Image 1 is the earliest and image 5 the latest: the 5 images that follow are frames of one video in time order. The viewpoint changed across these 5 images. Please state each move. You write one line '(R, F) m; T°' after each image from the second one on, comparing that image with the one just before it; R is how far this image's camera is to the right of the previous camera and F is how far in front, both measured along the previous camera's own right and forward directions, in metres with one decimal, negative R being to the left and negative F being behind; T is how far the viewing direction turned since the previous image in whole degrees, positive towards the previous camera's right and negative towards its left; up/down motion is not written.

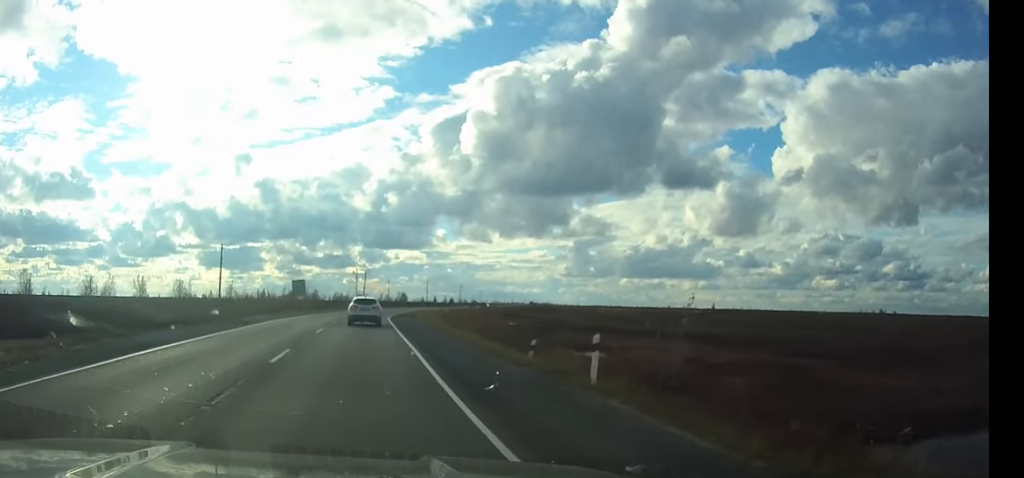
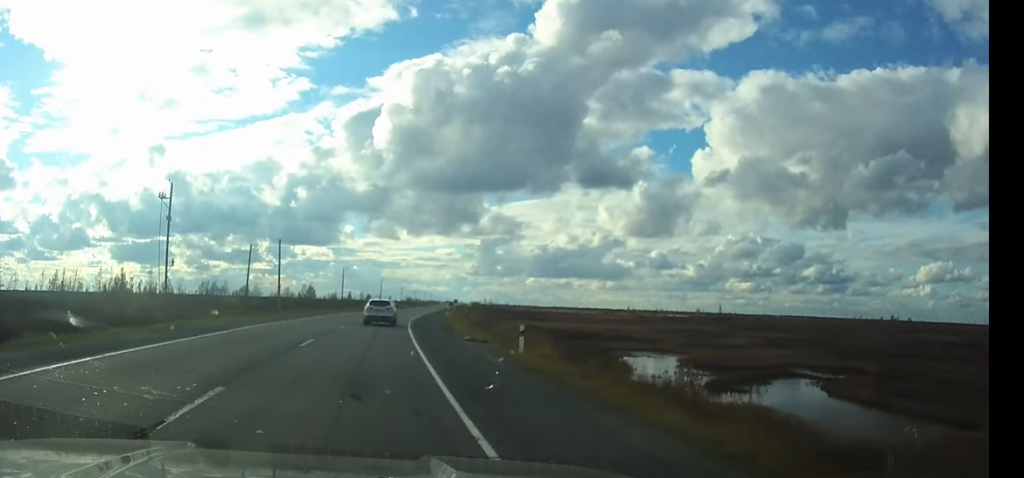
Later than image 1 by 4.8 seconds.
(+5.1, +90.1) m; +9°
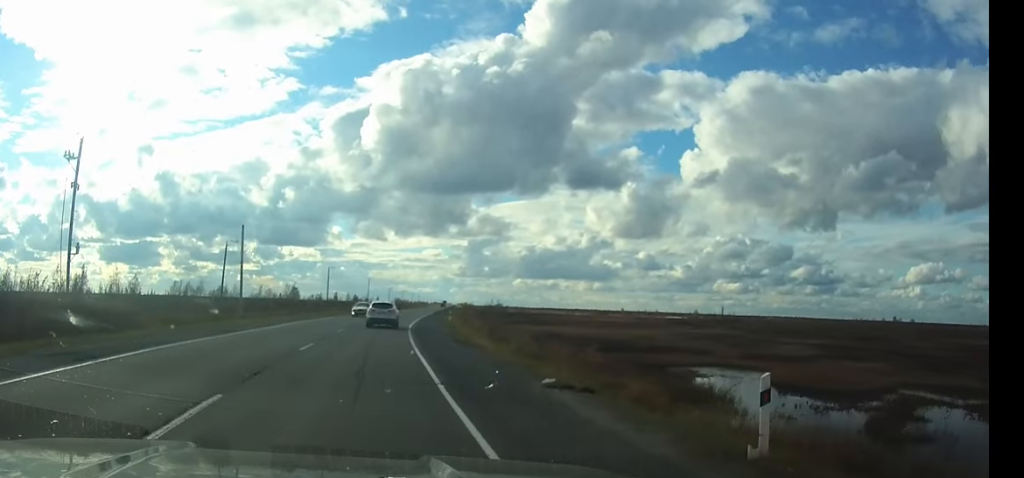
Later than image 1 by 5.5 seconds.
(+0.1, +12.1) m; +2°
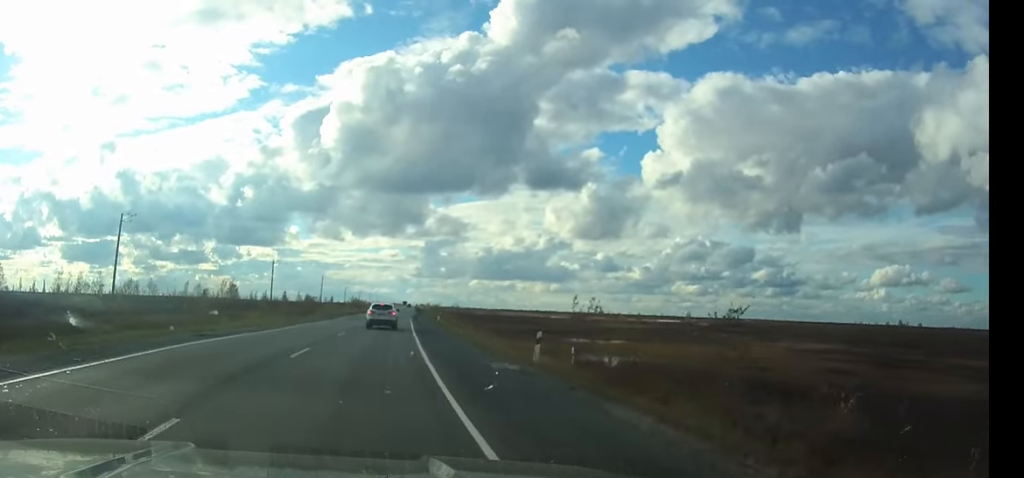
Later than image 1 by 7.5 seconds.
(+1.5, +40.1) m; +4°
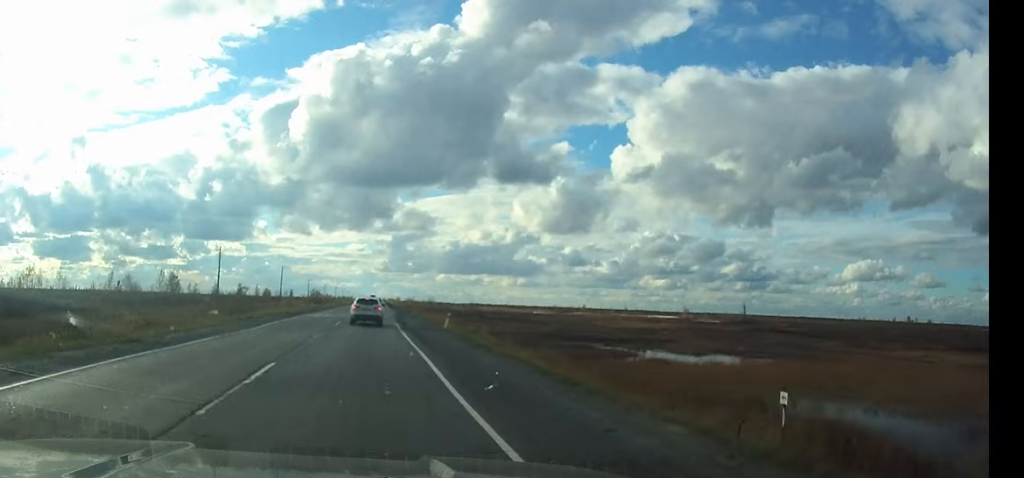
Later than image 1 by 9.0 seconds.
(+0.7, +29.9) m; +2°
